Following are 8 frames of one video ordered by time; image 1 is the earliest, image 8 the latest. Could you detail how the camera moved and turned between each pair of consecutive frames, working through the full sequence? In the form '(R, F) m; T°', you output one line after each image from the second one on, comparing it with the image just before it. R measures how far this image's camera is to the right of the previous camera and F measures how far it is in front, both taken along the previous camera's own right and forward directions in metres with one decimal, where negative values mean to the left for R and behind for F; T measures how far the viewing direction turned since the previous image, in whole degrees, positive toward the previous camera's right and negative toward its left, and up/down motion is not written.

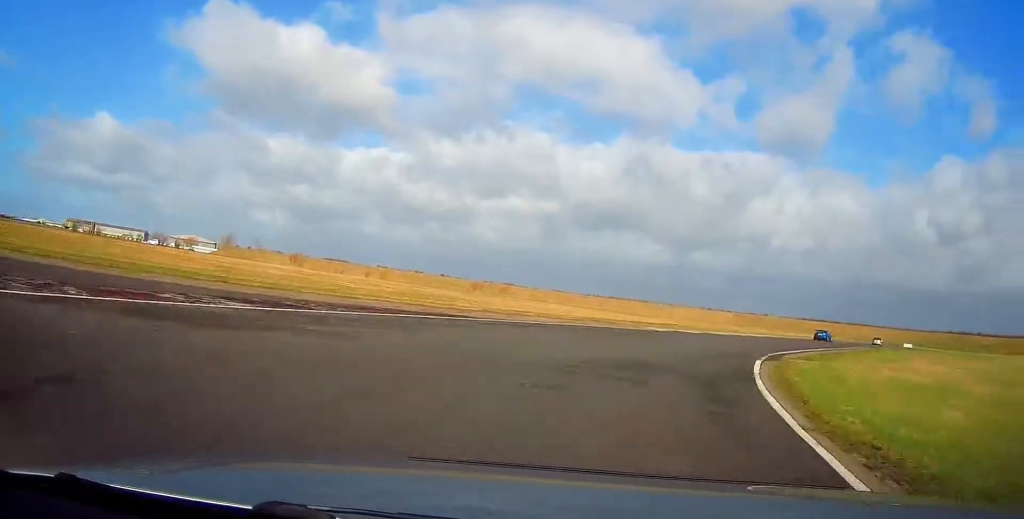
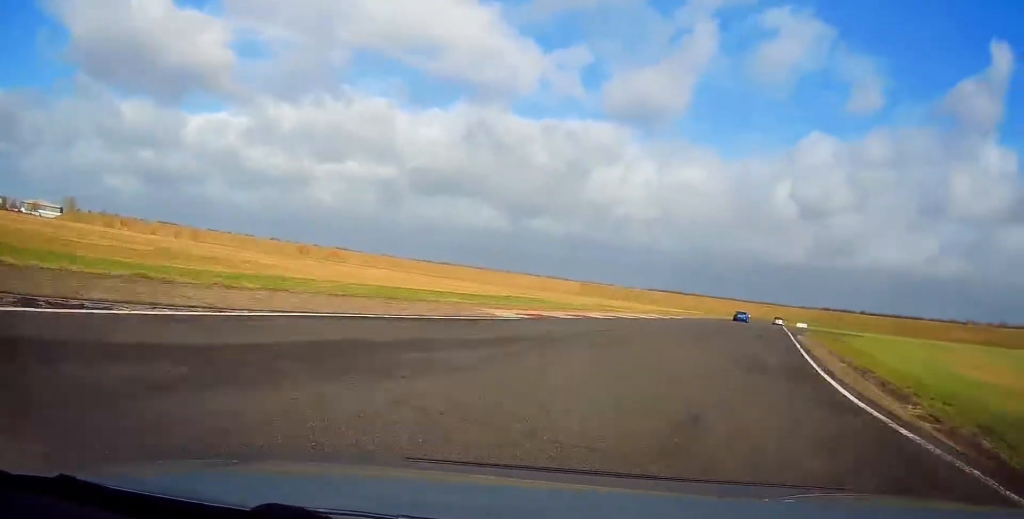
(+3.1, +18.5) m; +11°
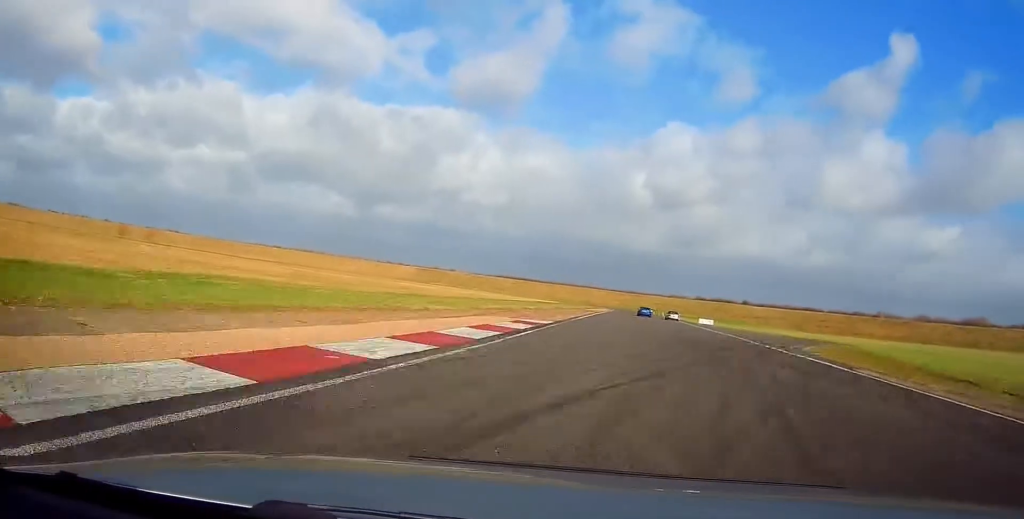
(+4.5, +30.8) m; +13°
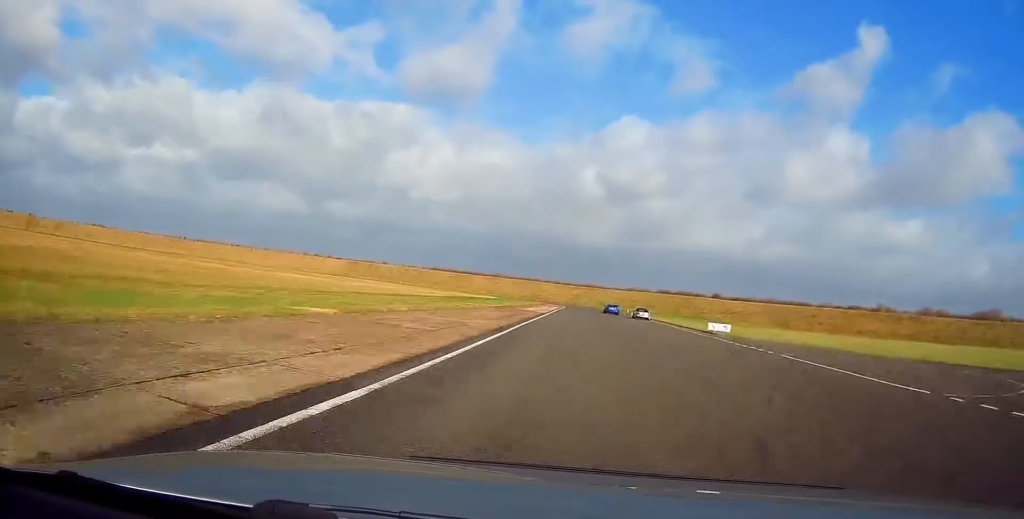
(+2.6, +35.0) m; +6°
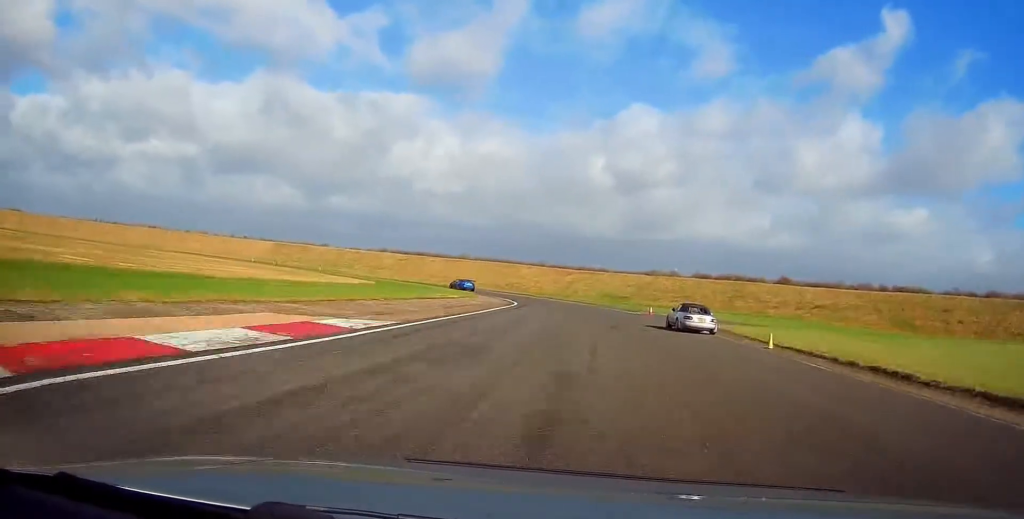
(+2.1, +76.1) m; 0°
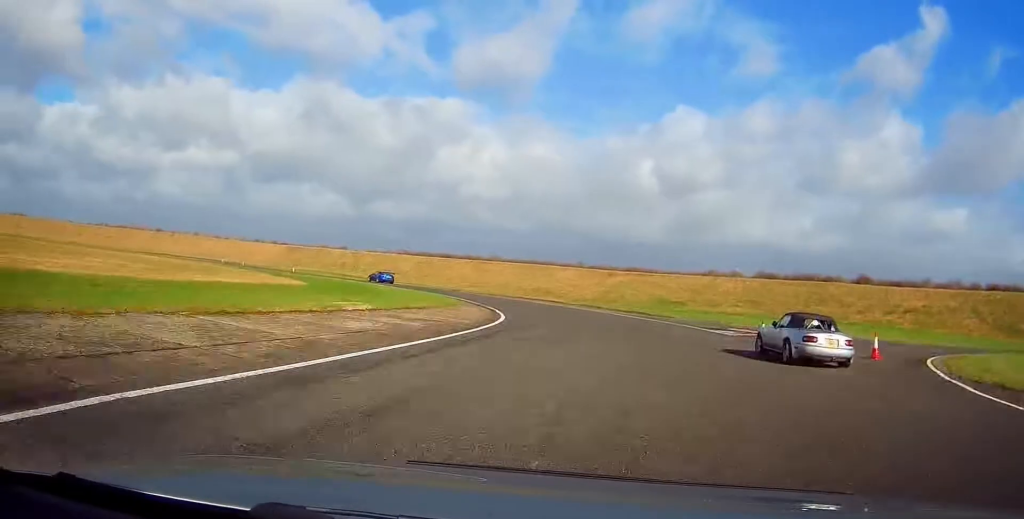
(-0.4, +24.3) m; -5°
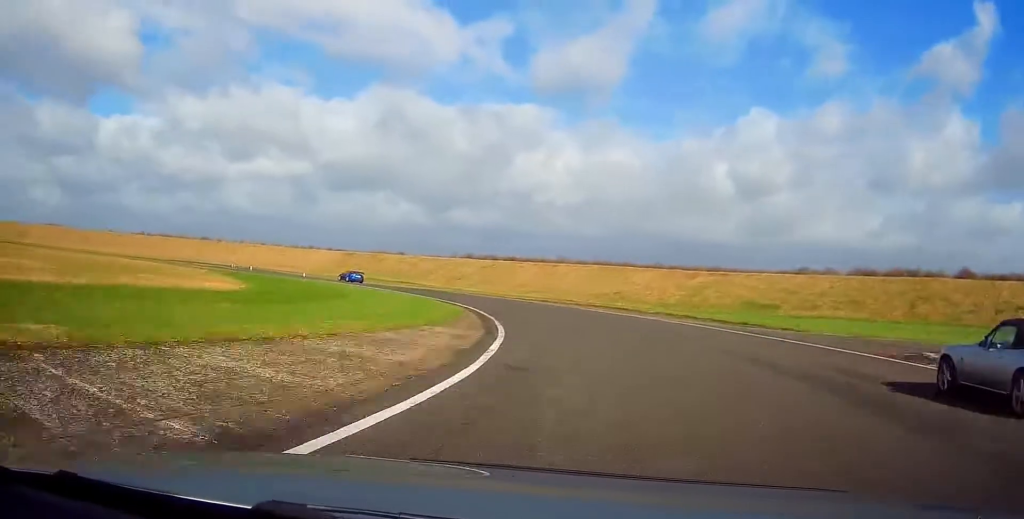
(+0.1, +17.1) m; -6°
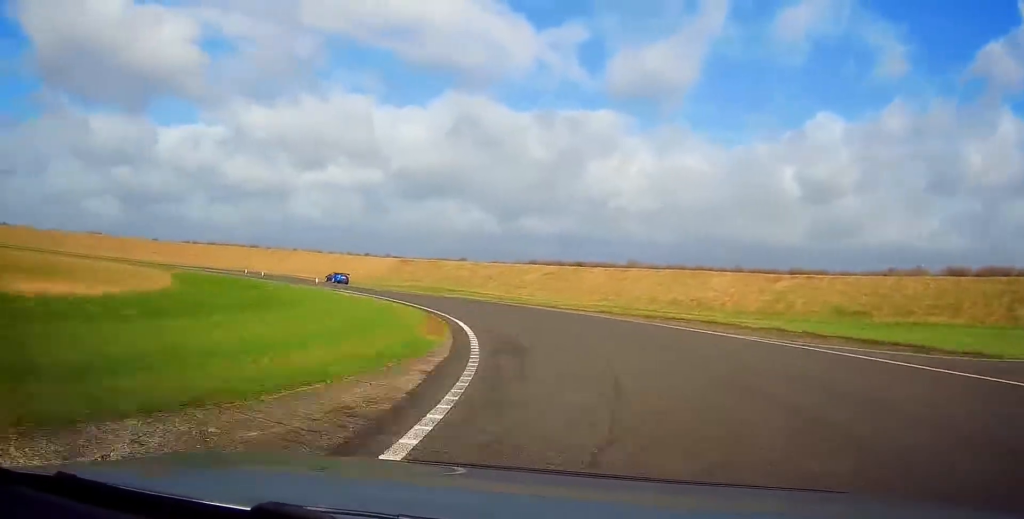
(-1.0, +13.0) m; -7°
